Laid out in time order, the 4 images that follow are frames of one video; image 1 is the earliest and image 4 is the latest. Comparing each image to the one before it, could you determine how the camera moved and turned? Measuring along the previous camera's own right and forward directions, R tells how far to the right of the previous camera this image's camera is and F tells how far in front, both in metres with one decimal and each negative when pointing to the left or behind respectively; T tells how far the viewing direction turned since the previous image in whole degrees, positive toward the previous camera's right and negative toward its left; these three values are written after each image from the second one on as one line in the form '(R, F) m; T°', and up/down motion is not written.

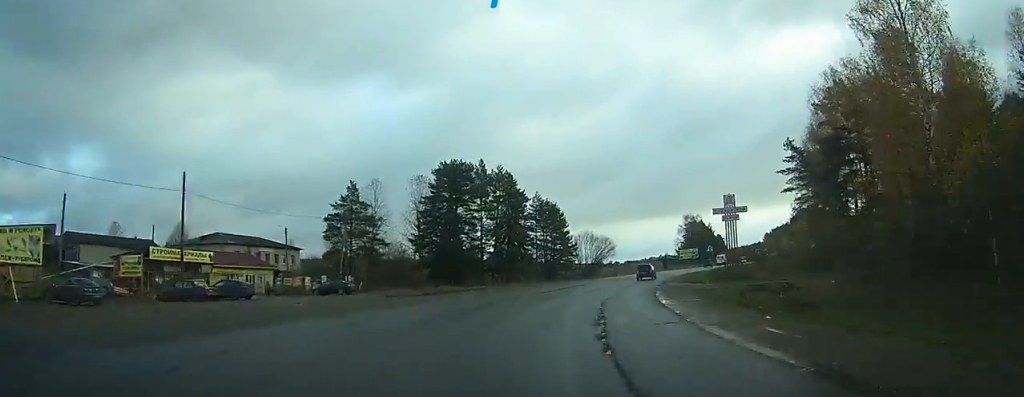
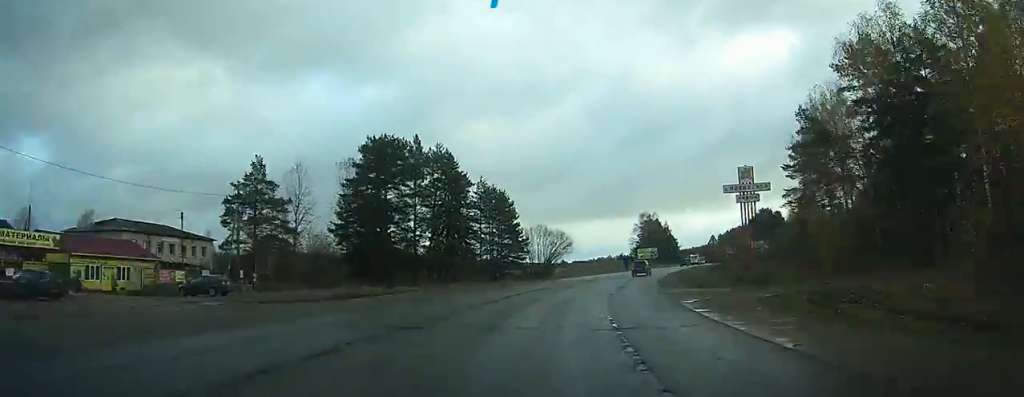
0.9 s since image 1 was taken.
(+0.3, +15.0) m; +4°
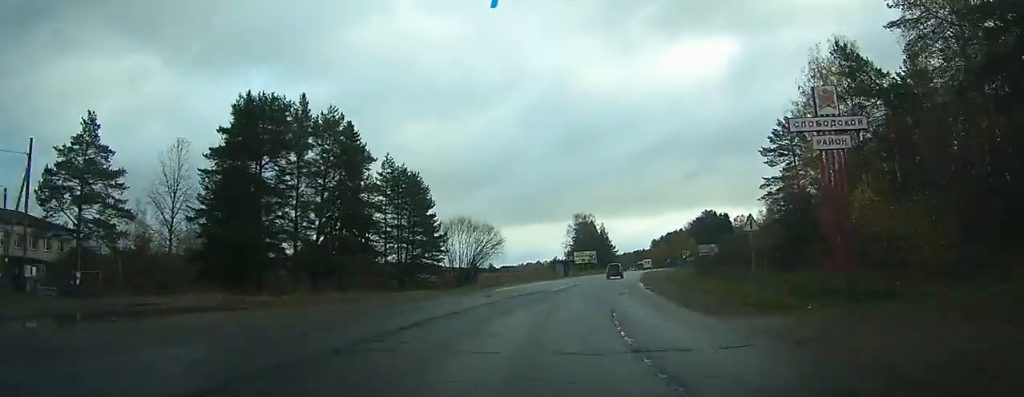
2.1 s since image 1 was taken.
(+0.9, +18.1) m; +6°
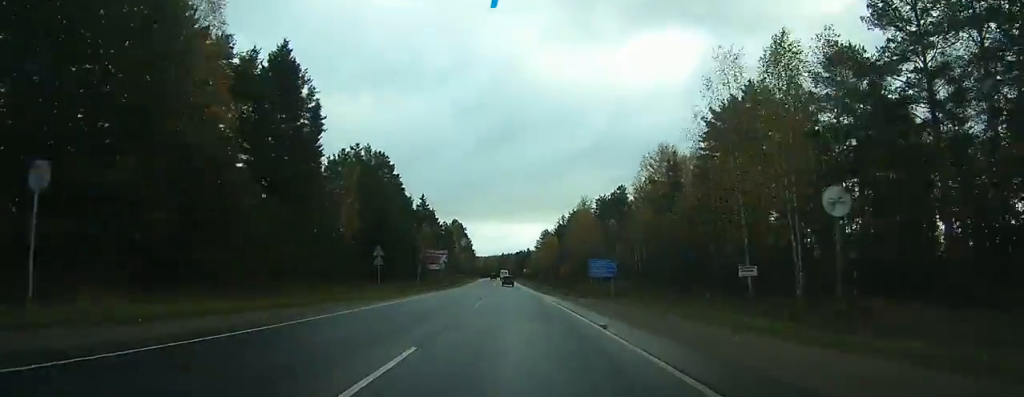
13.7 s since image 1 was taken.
(+50.6, +203.2) m; +13°
